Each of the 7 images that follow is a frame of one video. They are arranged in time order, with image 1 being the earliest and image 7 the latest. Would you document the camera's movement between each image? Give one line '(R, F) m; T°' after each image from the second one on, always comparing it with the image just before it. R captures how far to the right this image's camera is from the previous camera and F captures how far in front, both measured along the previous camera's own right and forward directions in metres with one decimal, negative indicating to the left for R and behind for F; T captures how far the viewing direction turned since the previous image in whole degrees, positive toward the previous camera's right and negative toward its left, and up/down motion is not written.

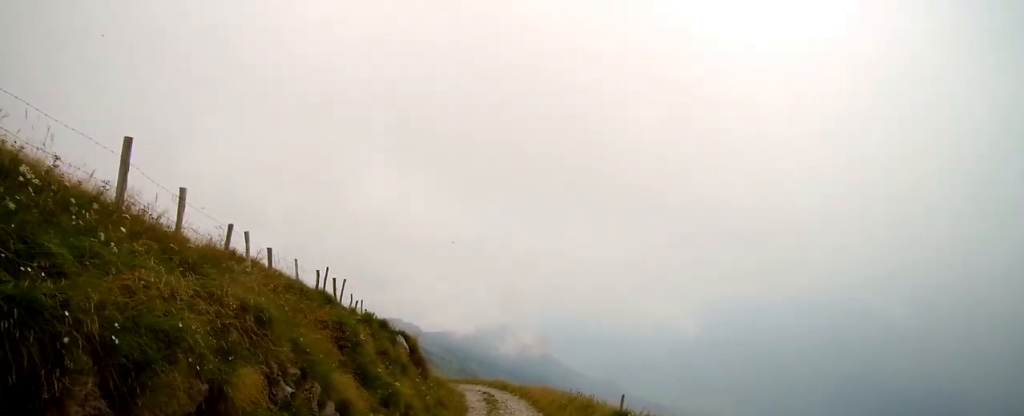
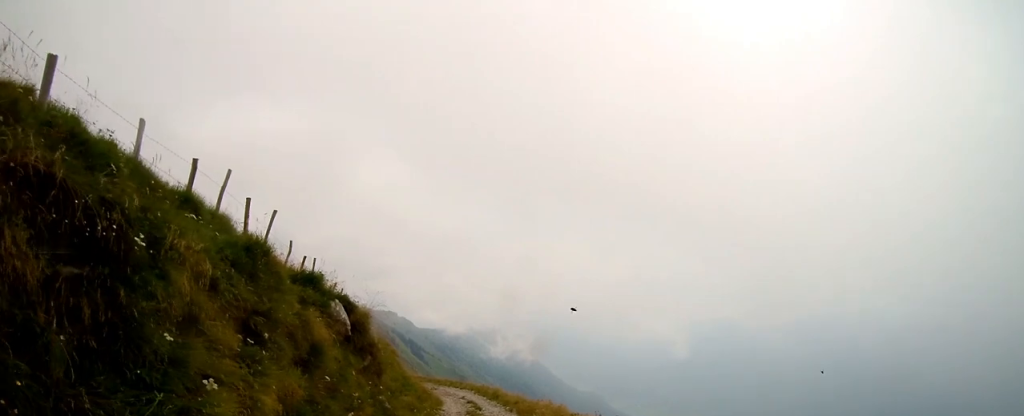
(0.0, +7.5) m; +1°
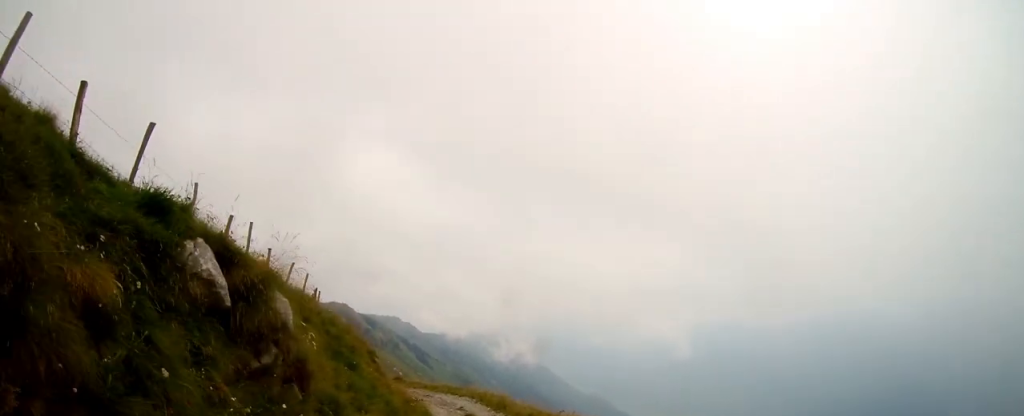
(+0.1, +6.0) m; +1°
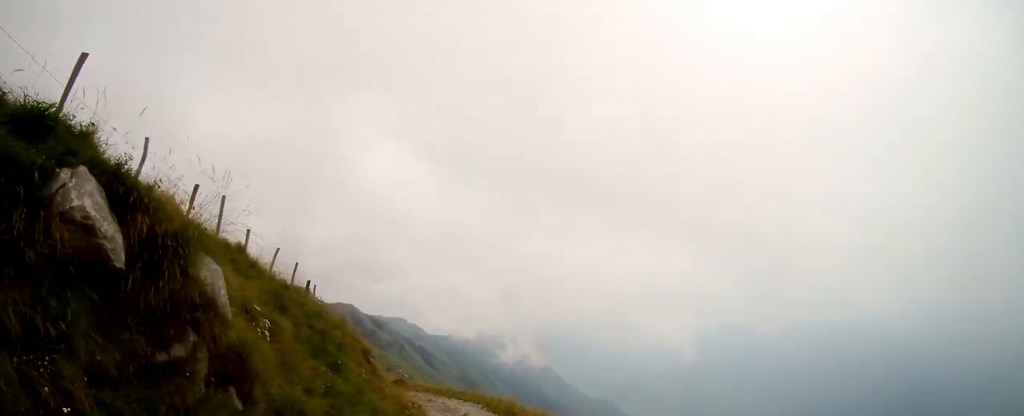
(0.0, +2.4) m; 0°
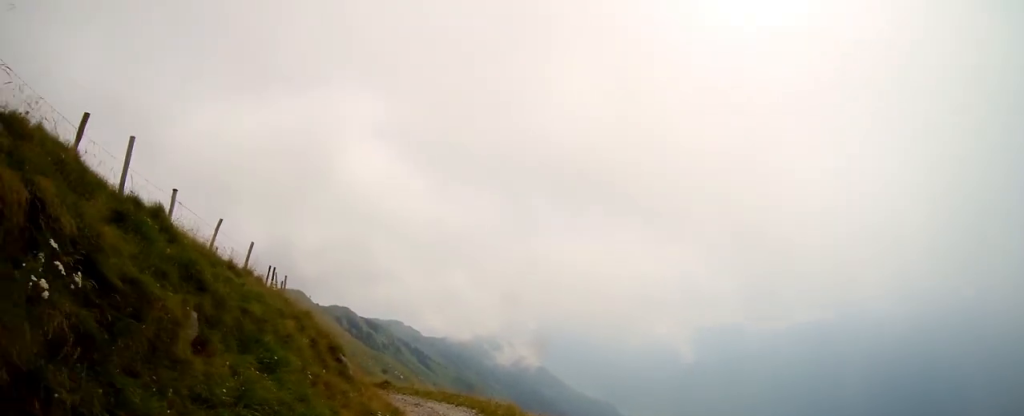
(0.0, +3.8) m; 0°
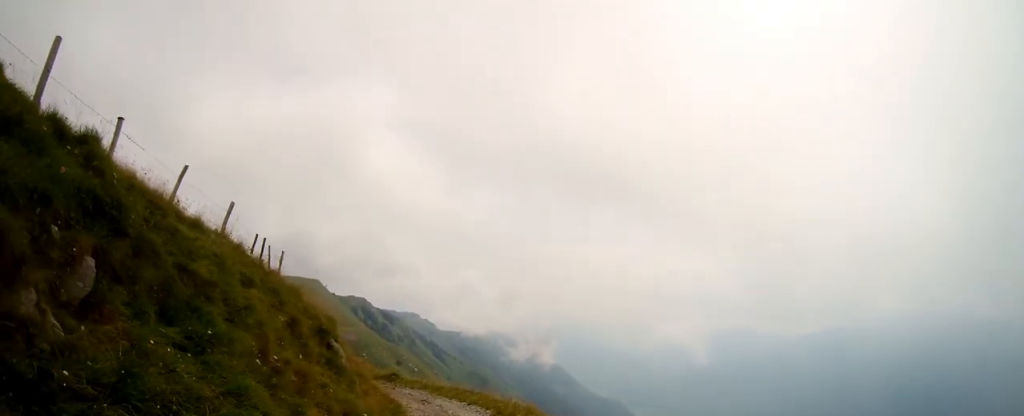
(0.0, +3.2) m; -1°
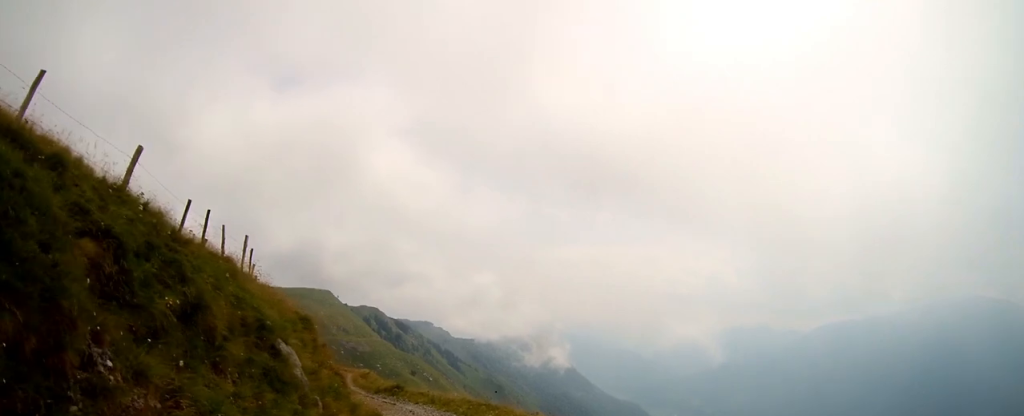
(-0.2, +5.2) m; -1°
